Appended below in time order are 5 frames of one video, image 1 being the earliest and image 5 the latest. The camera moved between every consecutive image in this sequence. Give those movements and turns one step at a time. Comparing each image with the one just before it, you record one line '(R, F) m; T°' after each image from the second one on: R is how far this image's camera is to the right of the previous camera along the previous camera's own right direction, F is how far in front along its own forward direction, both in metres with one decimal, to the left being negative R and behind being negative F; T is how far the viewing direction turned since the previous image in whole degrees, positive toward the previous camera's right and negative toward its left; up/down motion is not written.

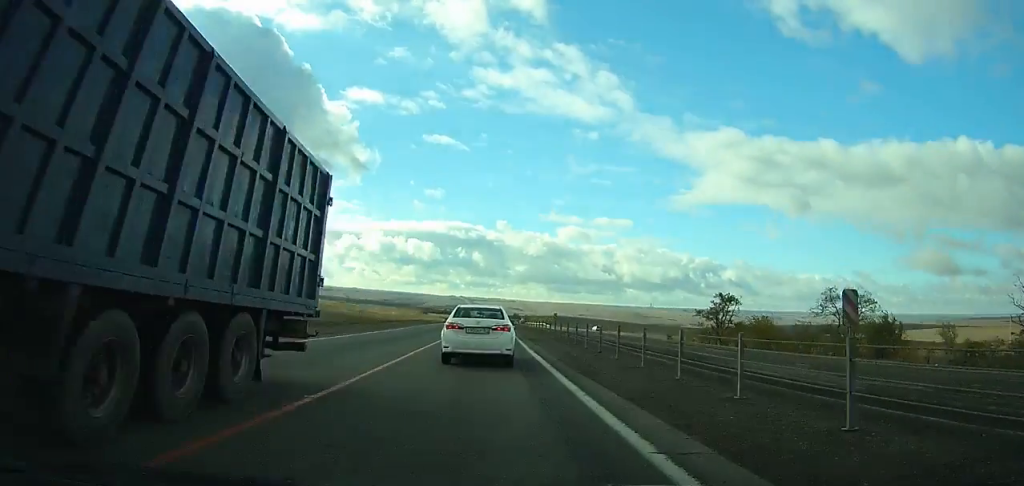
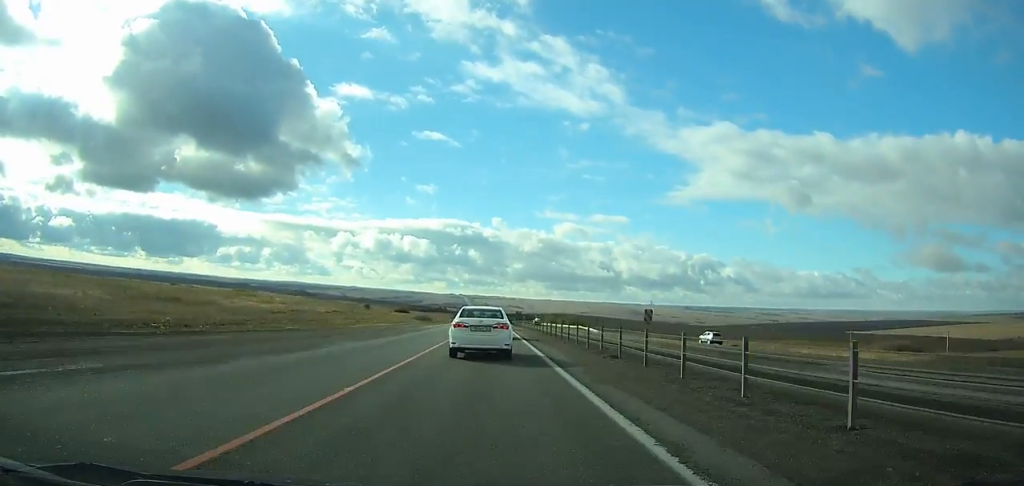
(-0.1, +81.5) m; 0°
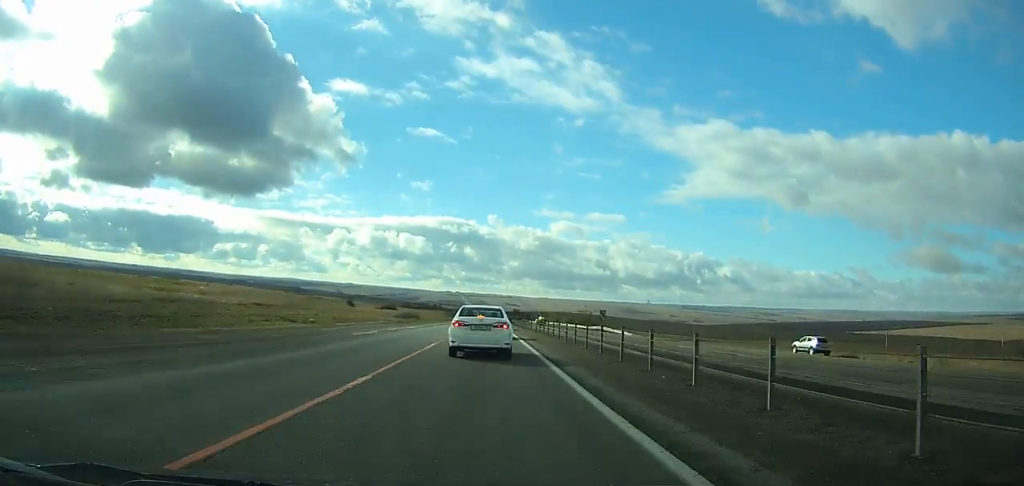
(+0.1, +24.2) m; 0°
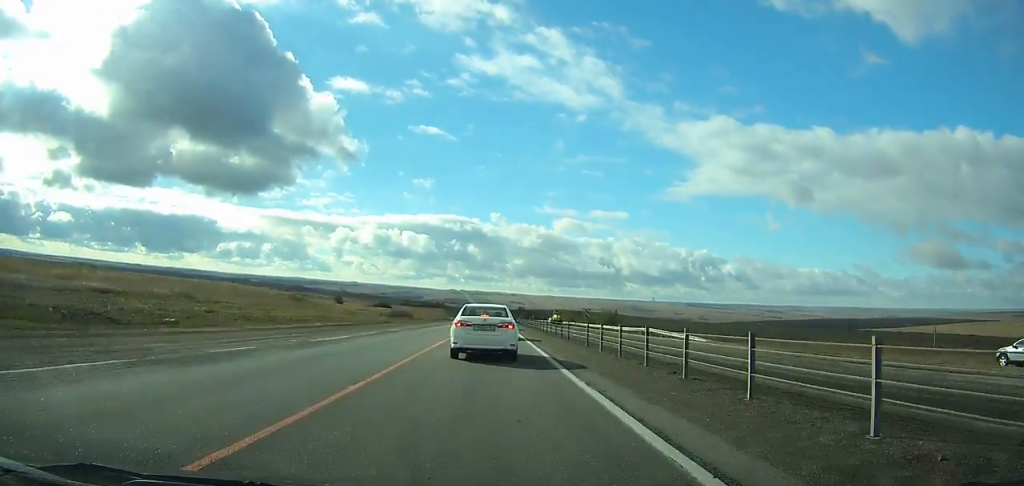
(+0.1, +22.6) m; 0°
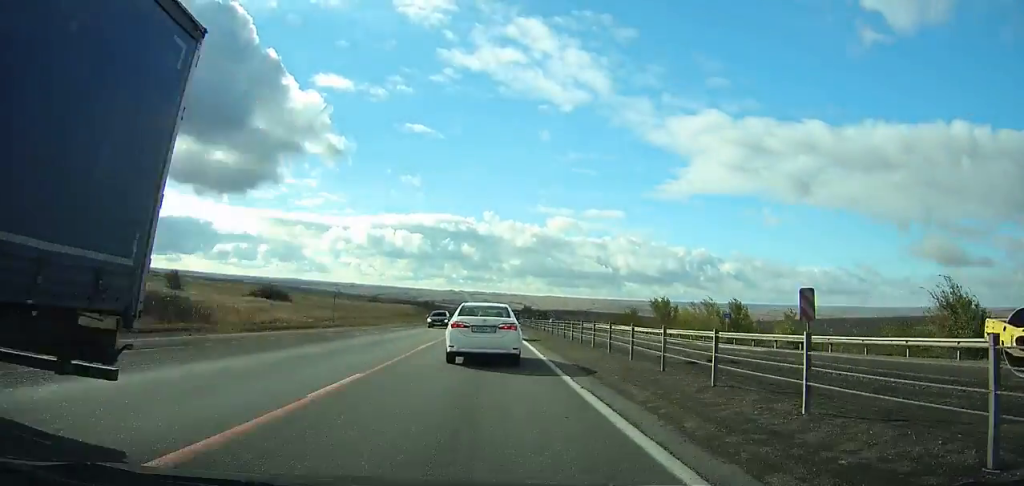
(-0.3, +111.3) m; 0°
